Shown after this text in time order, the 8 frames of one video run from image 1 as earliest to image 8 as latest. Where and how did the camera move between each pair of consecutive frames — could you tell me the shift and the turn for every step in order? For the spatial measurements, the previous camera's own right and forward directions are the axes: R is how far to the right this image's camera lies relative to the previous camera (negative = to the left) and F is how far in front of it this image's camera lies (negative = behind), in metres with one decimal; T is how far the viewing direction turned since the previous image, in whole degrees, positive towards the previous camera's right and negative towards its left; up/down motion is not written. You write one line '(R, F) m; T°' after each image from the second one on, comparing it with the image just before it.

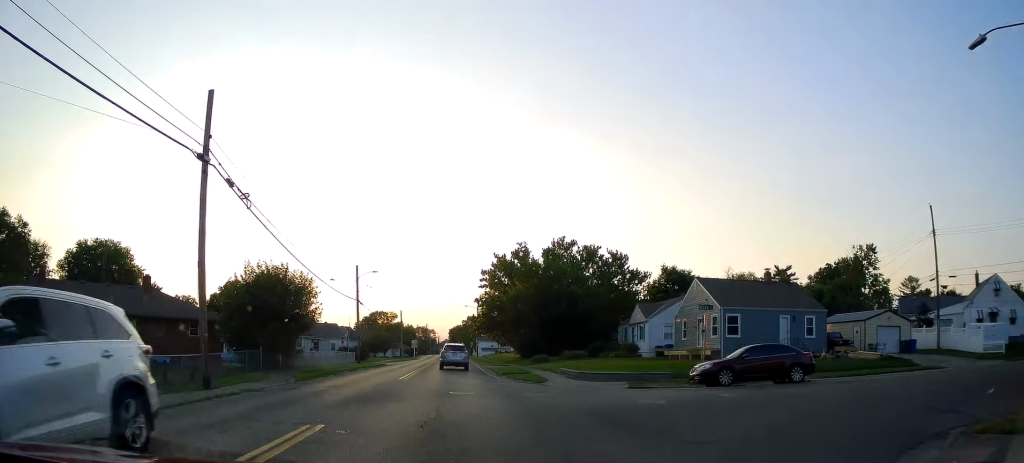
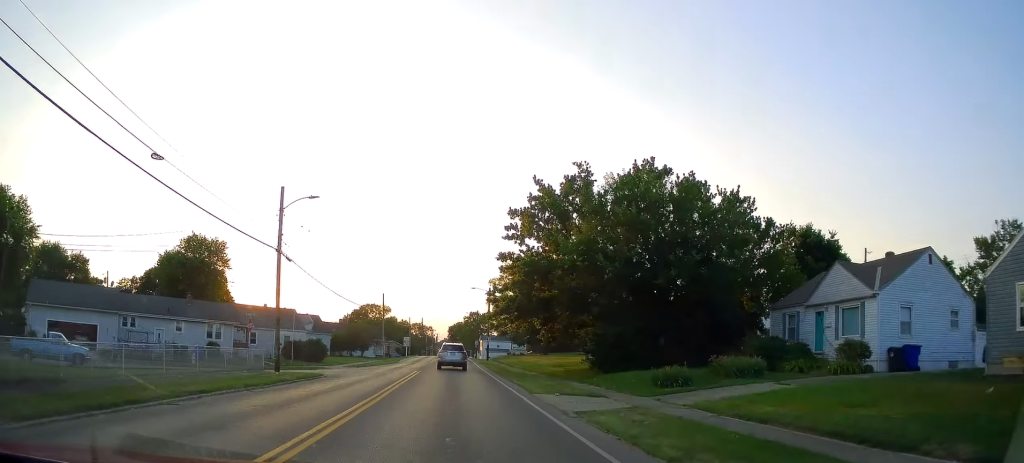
(+0.1, +29.3) m; +1°
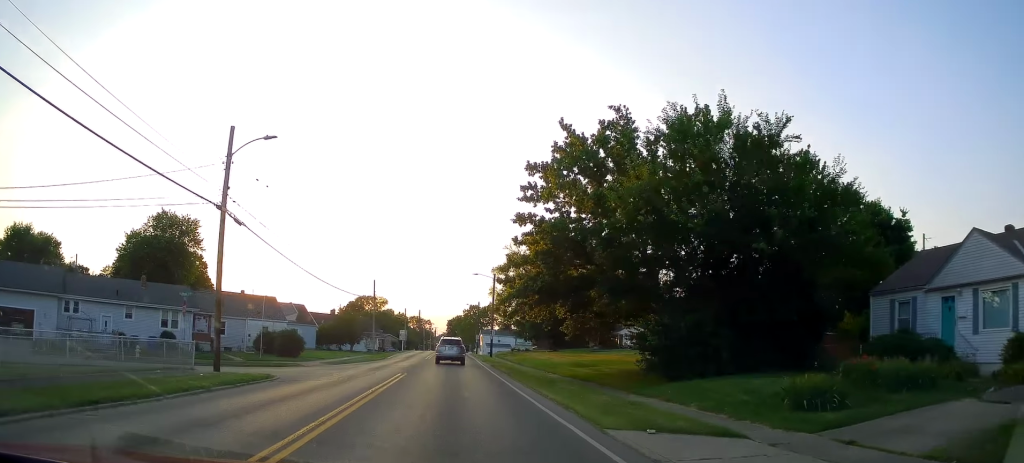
(0.0, +8.8) m; 0°
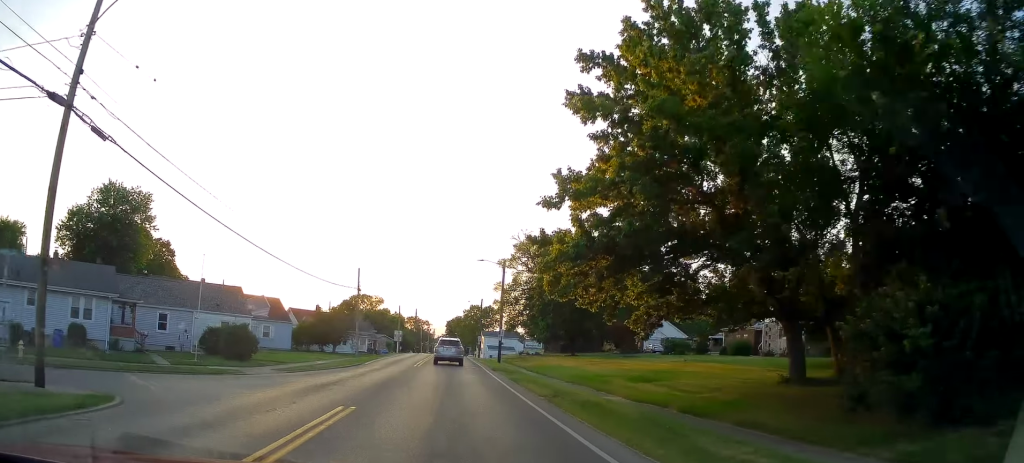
(0.0, +12.1) m; 0°
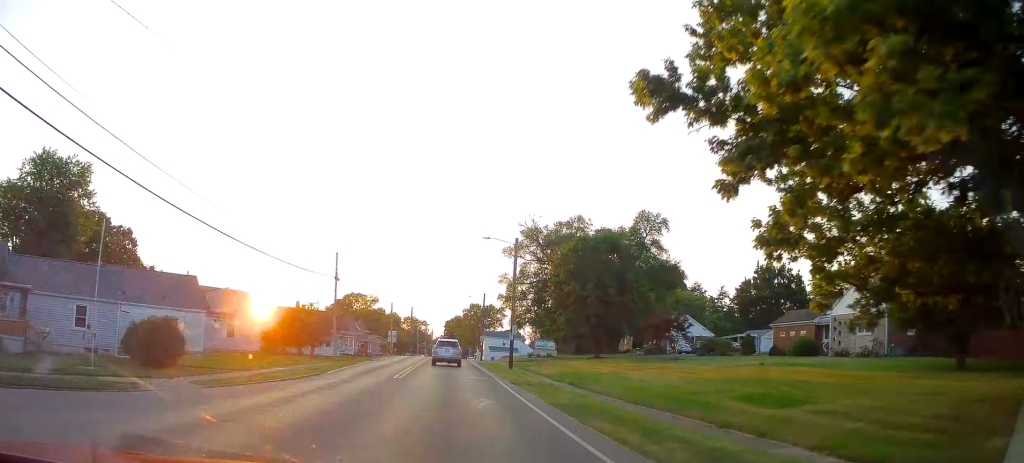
(0.0, +10.9) m; 0°
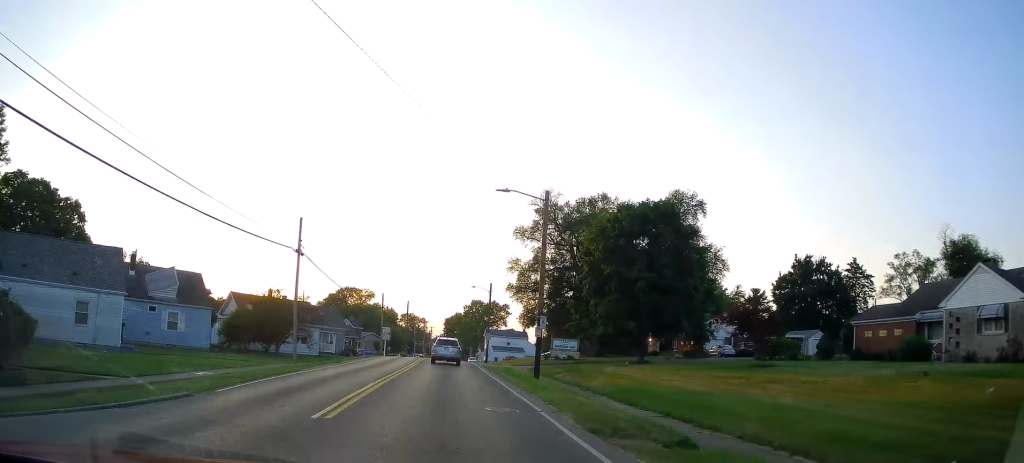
(0.0, +12.5) m; -1°
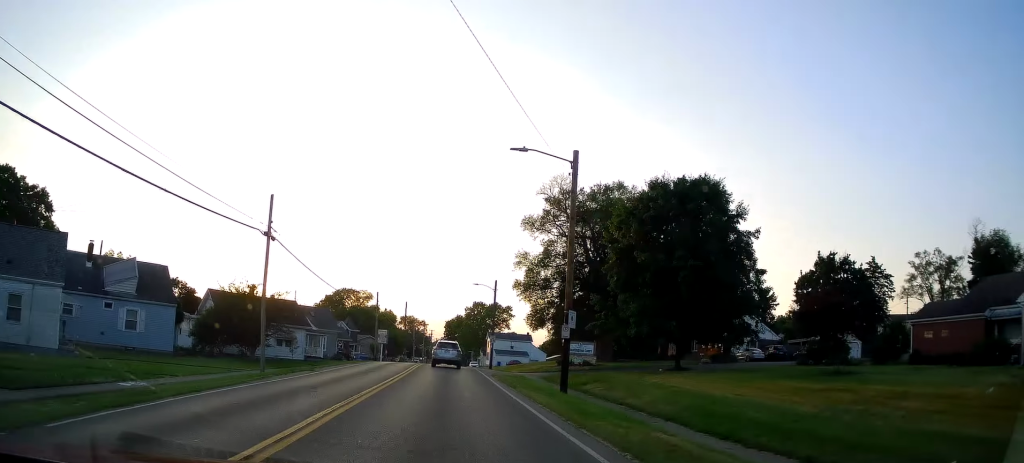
(0.0, +6.5) m; 0°
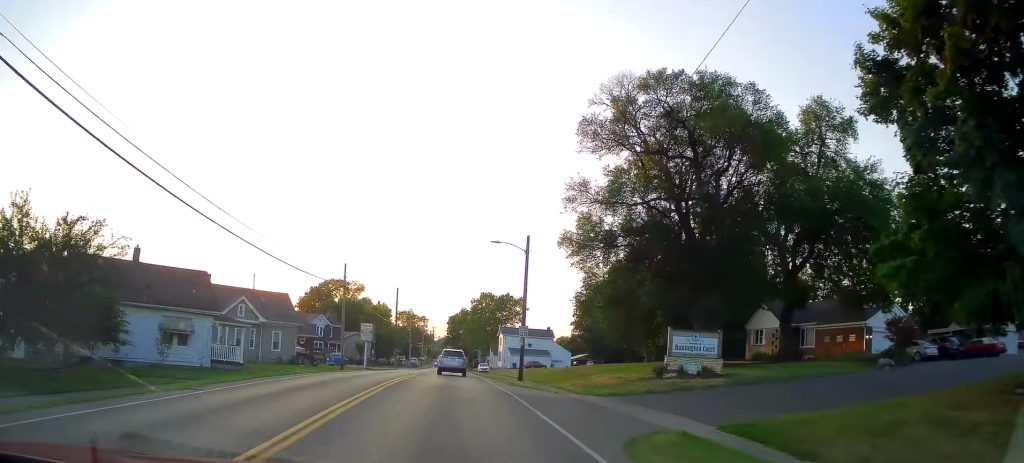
(-0.2, +23.7) m; 0°
